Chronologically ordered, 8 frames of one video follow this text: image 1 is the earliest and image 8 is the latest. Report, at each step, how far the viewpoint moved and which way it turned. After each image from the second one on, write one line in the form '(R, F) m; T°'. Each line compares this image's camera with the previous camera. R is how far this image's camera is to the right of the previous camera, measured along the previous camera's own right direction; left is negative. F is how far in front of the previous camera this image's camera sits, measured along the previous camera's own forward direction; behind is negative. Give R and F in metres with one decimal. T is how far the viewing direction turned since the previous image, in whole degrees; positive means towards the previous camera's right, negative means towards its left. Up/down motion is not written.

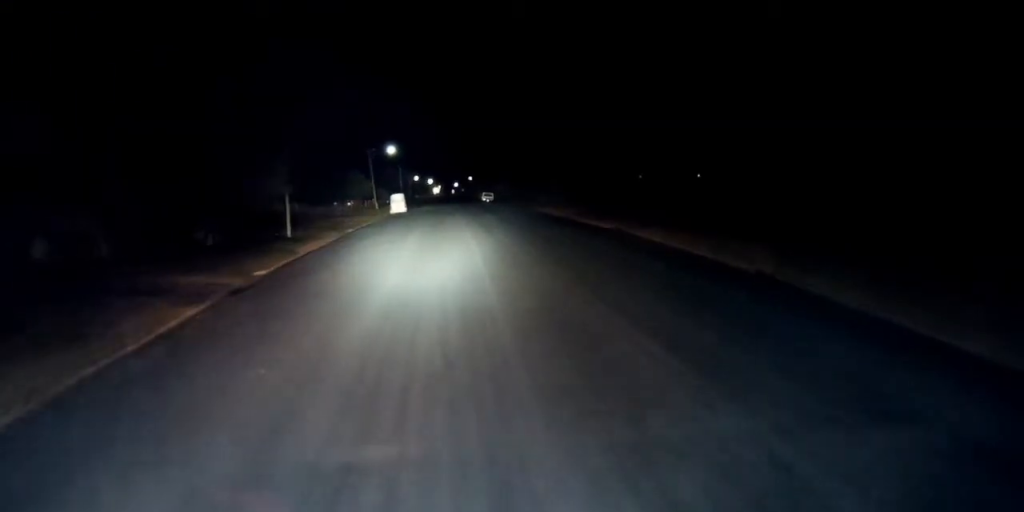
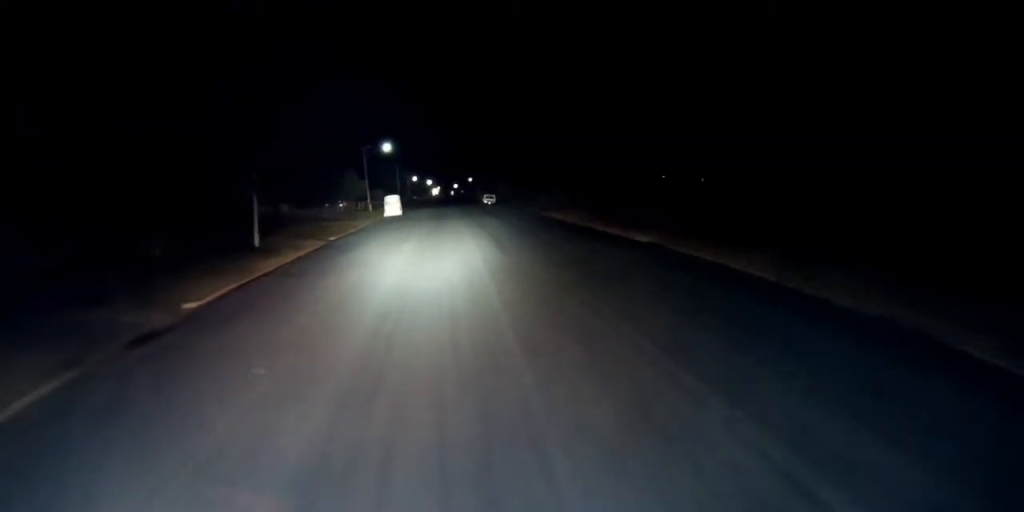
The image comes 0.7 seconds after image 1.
(0.0, +7.0) m; +1°
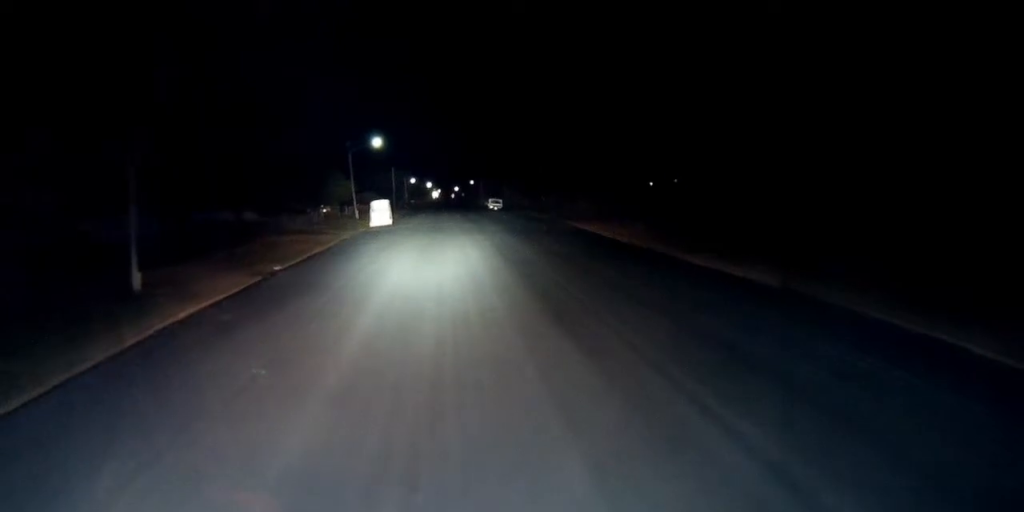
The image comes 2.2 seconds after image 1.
(+0.1, +15.0) m; +1°
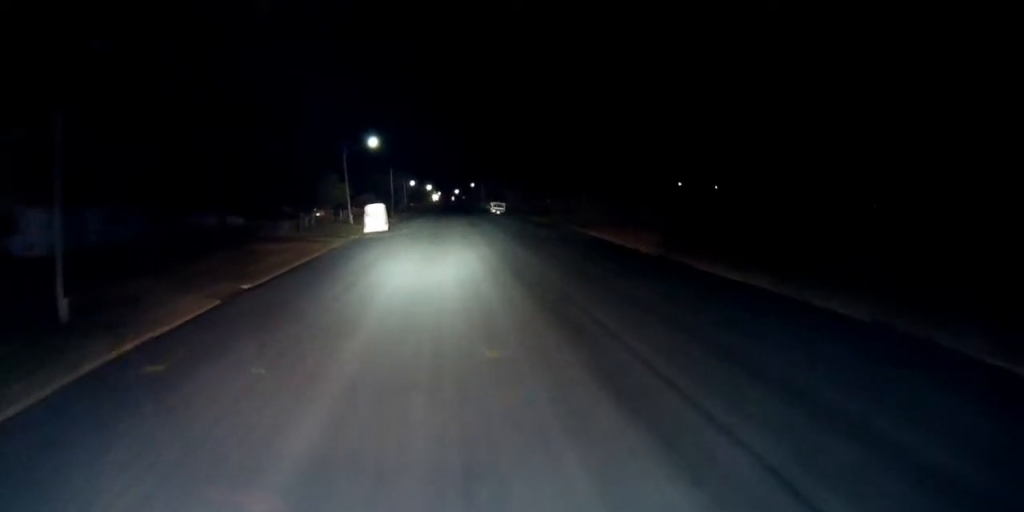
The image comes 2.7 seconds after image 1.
(0.0, +4.9) m; 0°
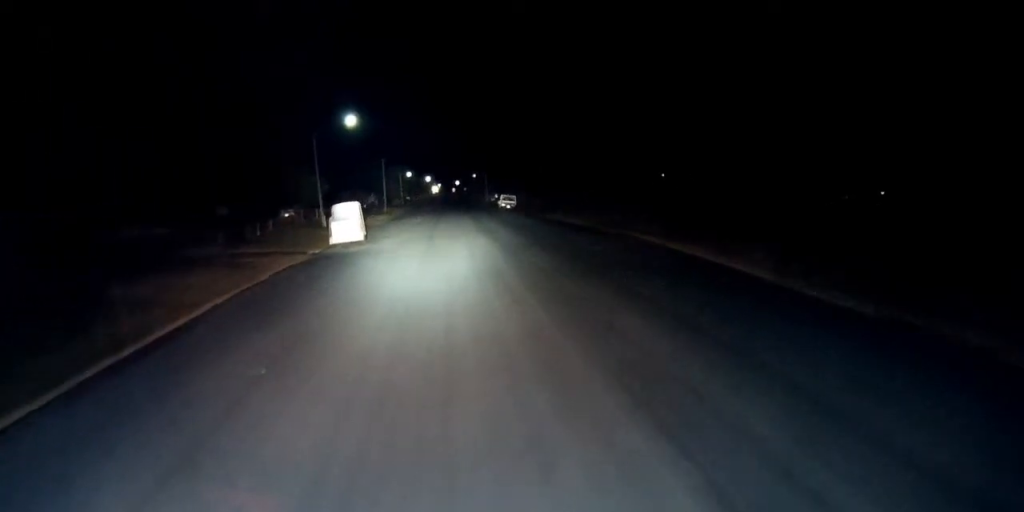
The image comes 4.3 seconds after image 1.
(+0.3, +17.6) m; +1°
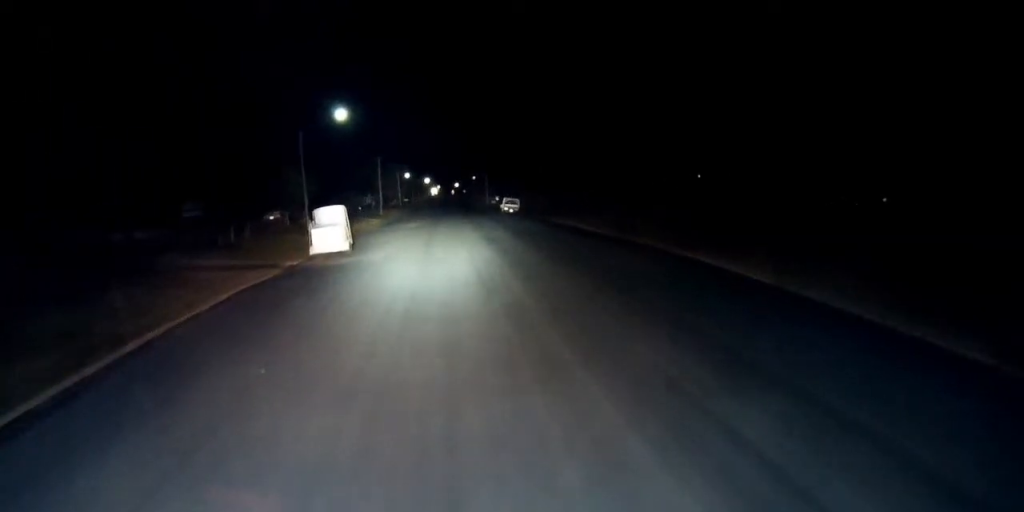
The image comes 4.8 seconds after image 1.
(0.0, +5.9) m; -1°
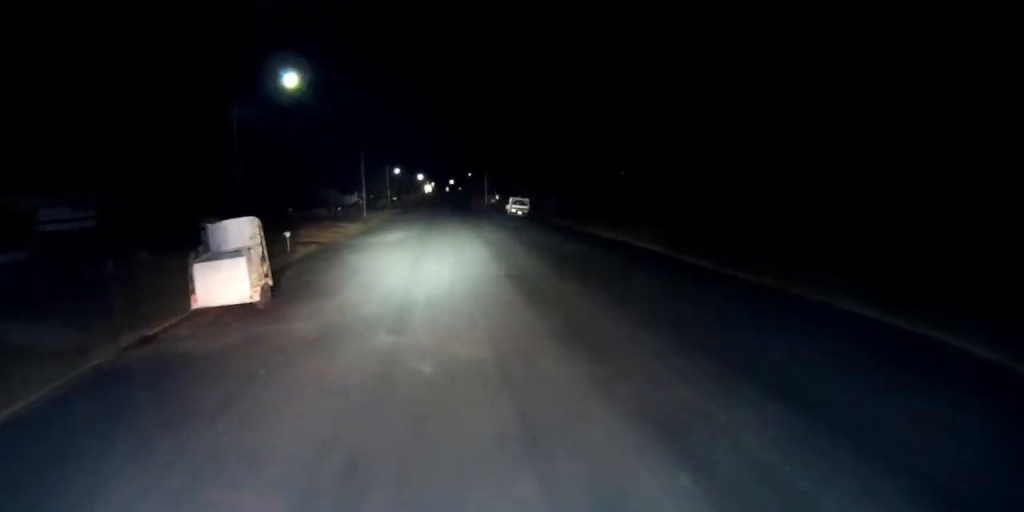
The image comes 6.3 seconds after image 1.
(-0.3, +17.1) m; -1°
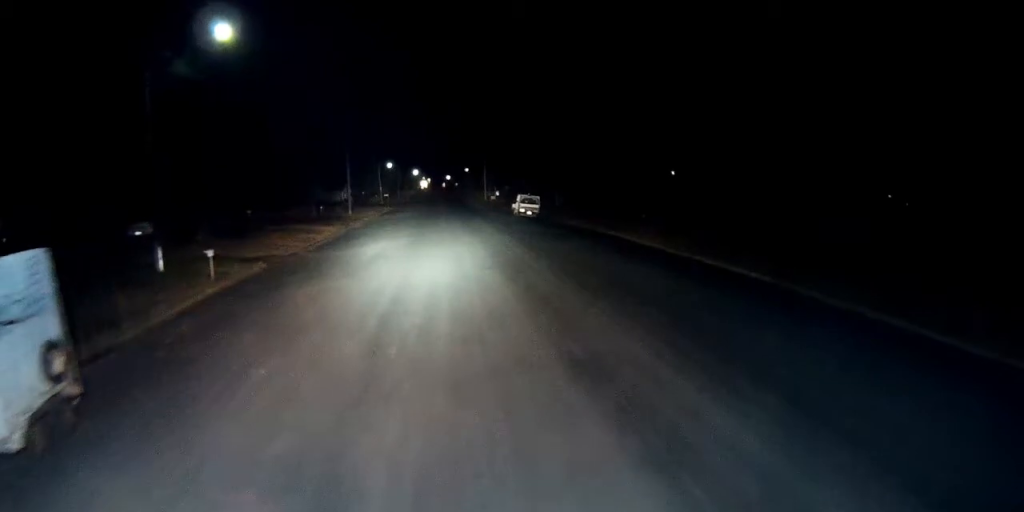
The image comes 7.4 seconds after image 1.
(0.0, +12.3) m; 0°
